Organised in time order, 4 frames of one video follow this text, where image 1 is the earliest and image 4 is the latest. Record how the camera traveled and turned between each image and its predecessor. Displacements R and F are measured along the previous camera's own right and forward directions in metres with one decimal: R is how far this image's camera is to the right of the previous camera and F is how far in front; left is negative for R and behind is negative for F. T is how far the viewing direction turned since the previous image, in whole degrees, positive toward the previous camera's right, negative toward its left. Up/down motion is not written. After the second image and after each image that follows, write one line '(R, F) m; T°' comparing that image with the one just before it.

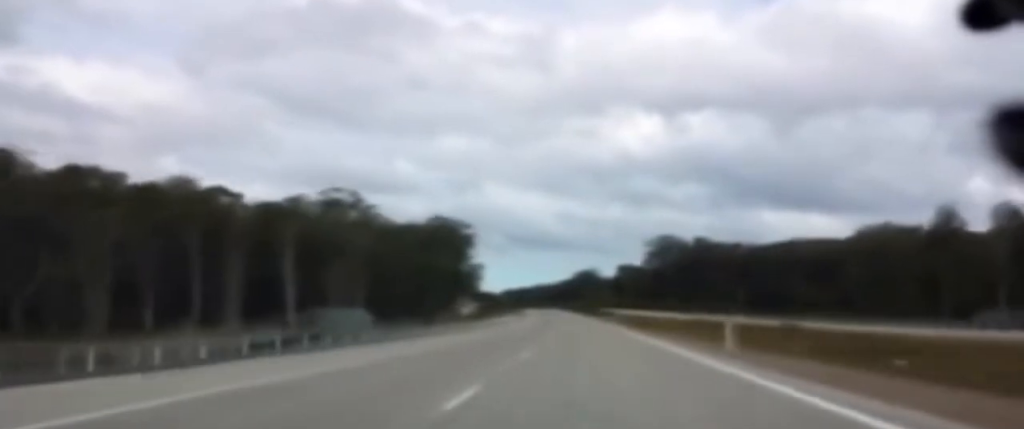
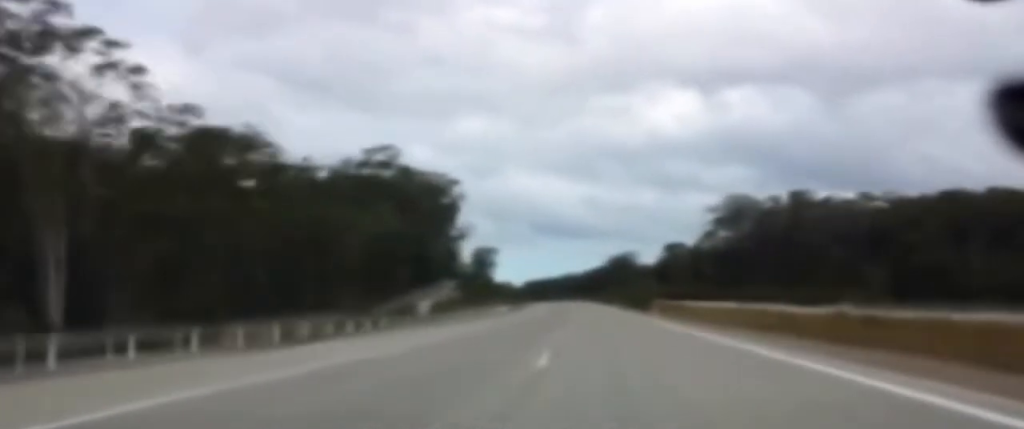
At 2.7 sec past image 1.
(-2.1, +82.4) m; -3°
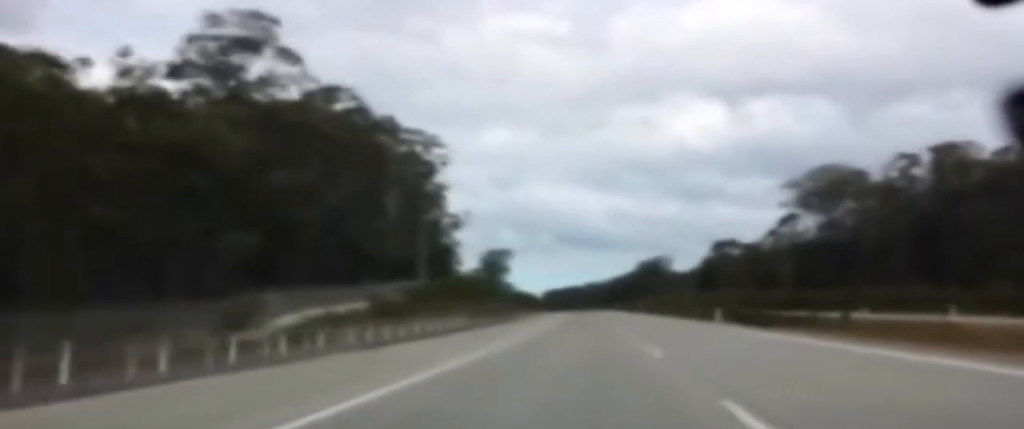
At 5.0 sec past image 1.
(0.0, +70.7) m; 0°
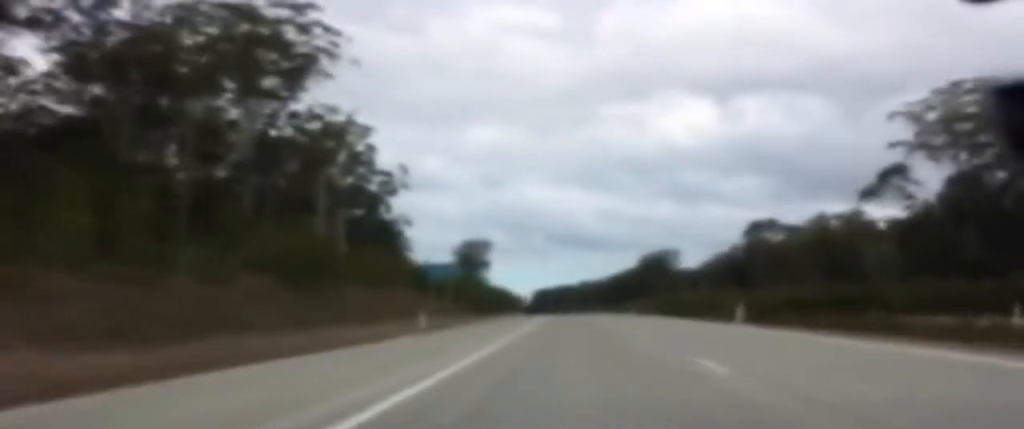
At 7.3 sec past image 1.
(-0.4, +67.5) m; 0°
